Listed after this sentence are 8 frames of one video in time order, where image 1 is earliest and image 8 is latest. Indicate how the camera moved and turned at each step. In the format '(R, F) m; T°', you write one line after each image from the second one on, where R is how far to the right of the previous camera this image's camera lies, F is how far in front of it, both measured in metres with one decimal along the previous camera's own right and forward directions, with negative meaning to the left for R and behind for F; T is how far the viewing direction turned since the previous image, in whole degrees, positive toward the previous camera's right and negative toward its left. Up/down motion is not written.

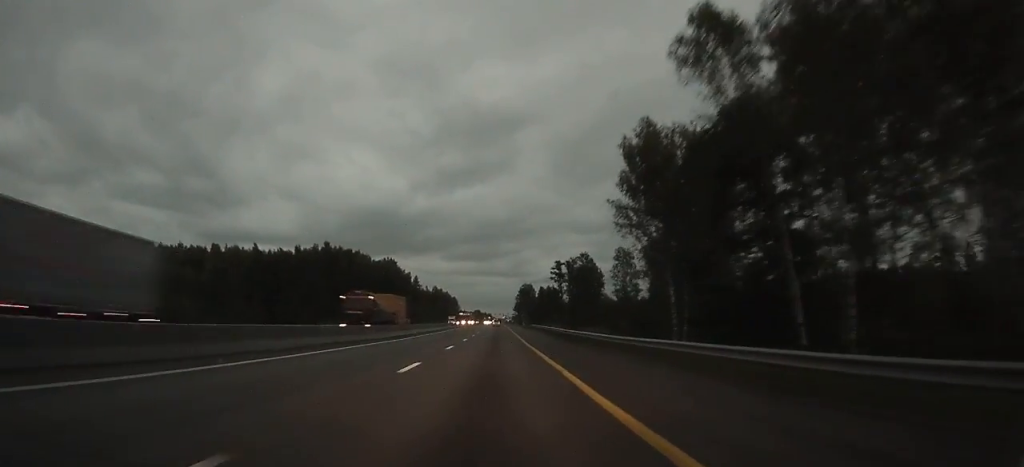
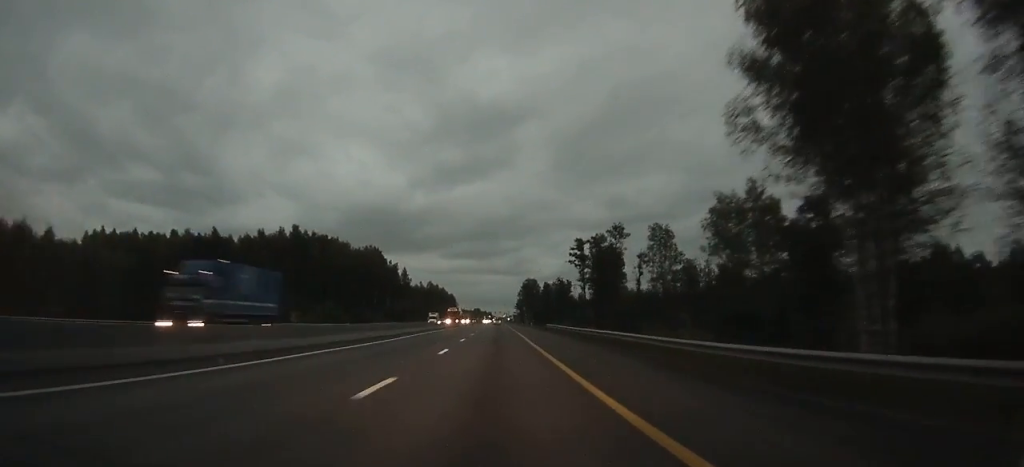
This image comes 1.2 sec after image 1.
(0.0, +28.4) m; 0°
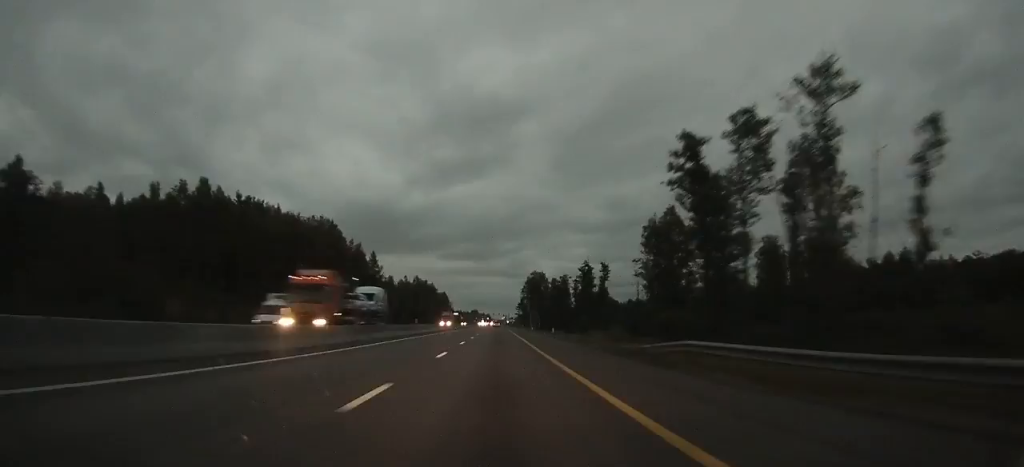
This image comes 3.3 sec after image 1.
(0.0, +48.9) m; 0°
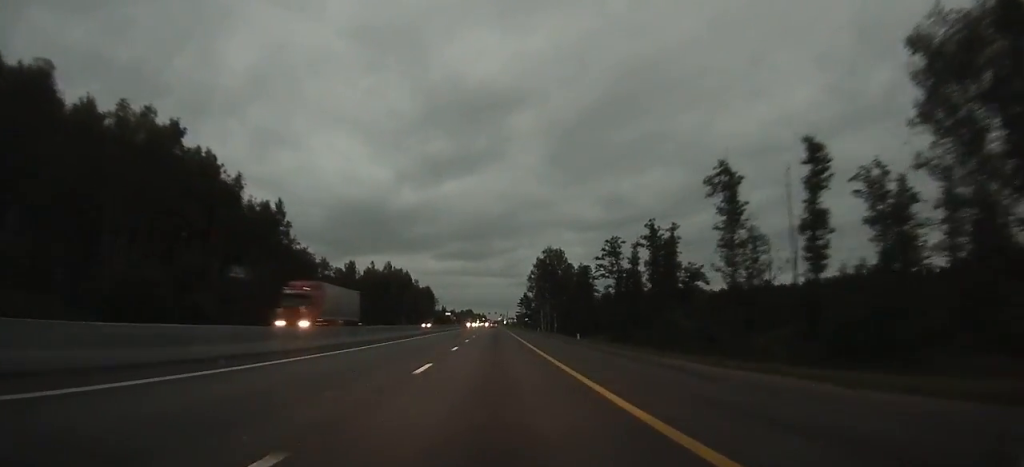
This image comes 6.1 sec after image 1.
(0.0, +66.0) m; 0°
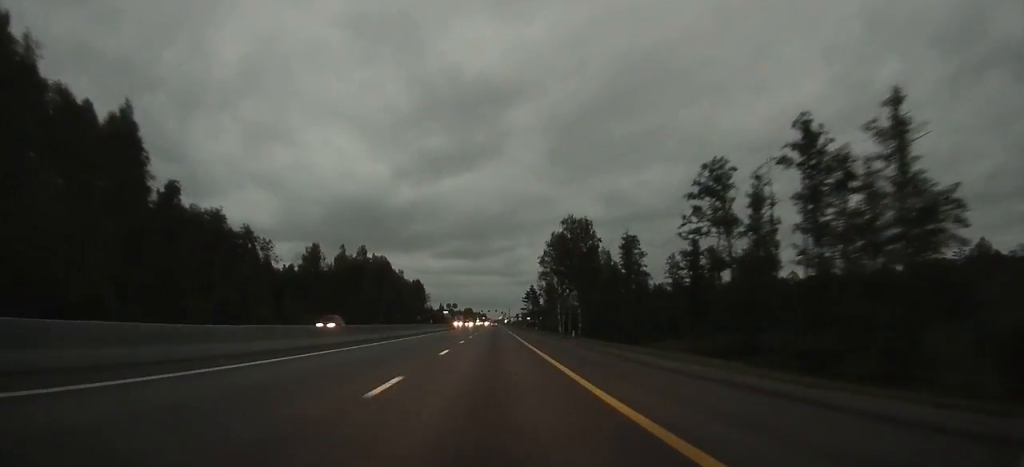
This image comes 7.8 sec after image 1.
(0.0, +40.6) m; 0°
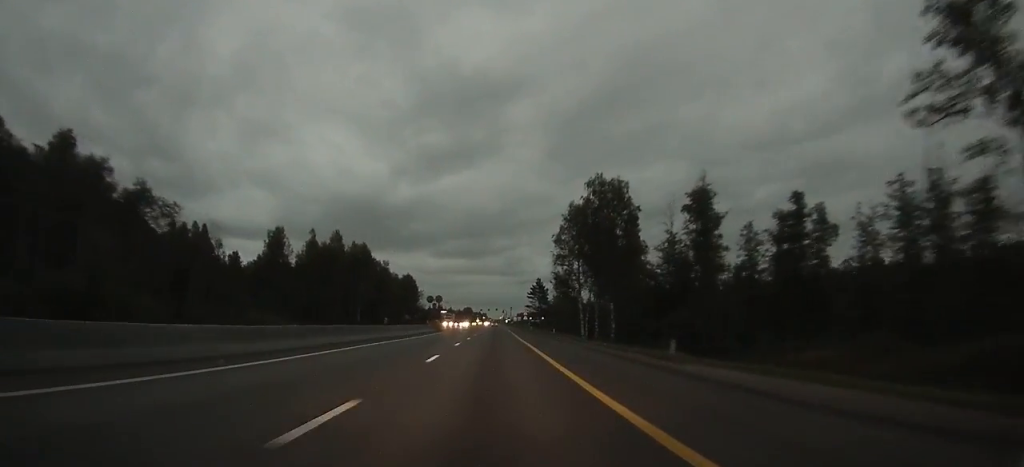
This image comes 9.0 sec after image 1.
(+0.1, +28.0) m; 0°
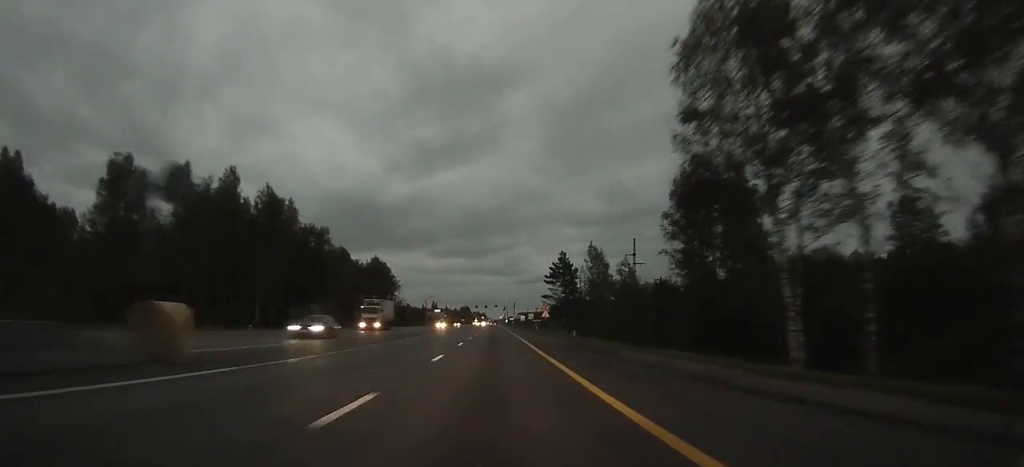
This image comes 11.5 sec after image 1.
(0.0, +59.0) m; 0°
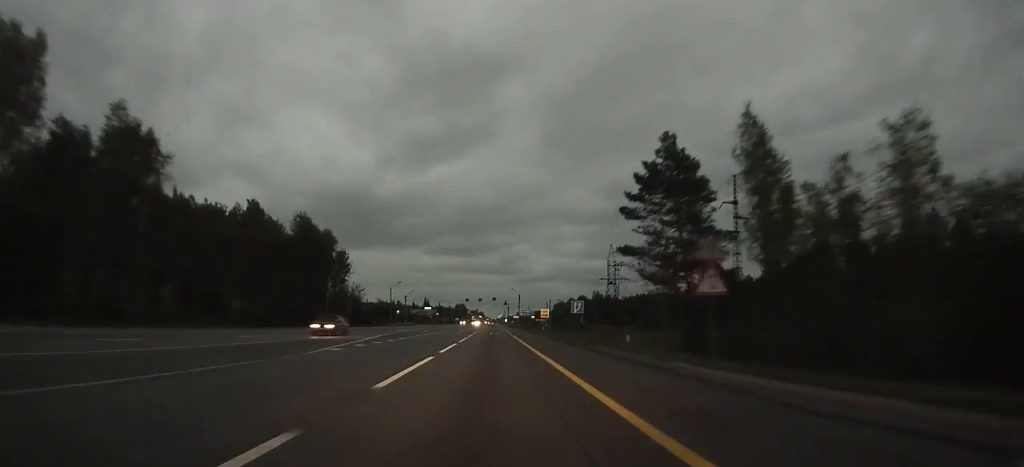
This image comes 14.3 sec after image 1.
(+0.1, +63.5) m; 0°
